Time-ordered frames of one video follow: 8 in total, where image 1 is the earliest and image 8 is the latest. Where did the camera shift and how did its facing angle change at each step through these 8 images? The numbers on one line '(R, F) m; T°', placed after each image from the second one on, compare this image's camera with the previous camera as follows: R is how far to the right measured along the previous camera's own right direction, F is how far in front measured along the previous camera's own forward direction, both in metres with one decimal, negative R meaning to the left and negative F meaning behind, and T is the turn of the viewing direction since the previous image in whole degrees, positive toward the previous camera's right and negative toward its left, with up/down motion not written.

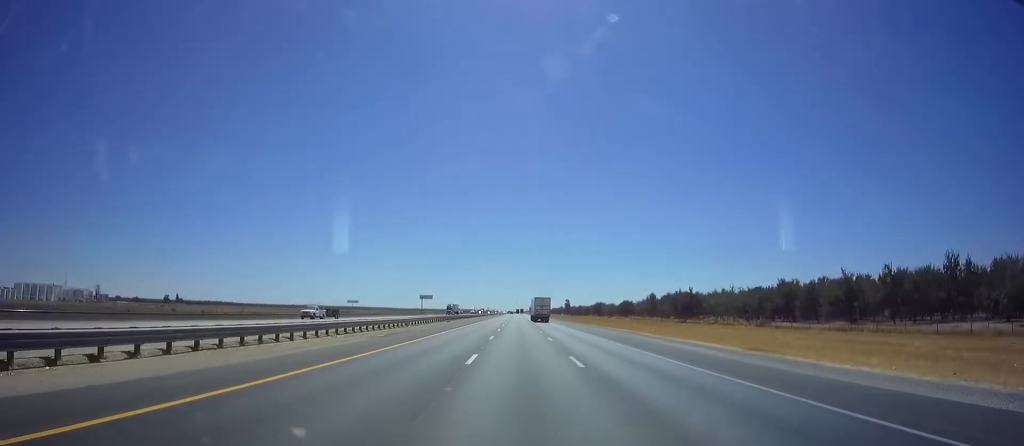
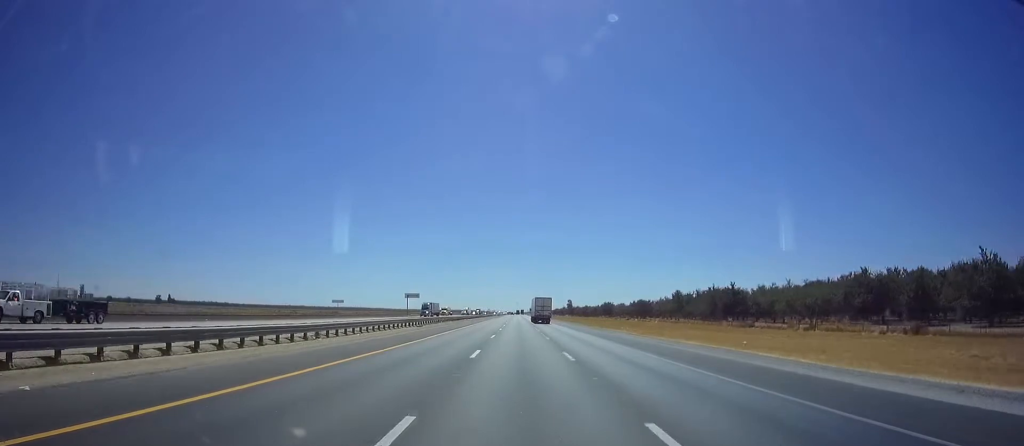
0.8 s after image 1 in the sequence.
(0.0, +26.7) m; 0°
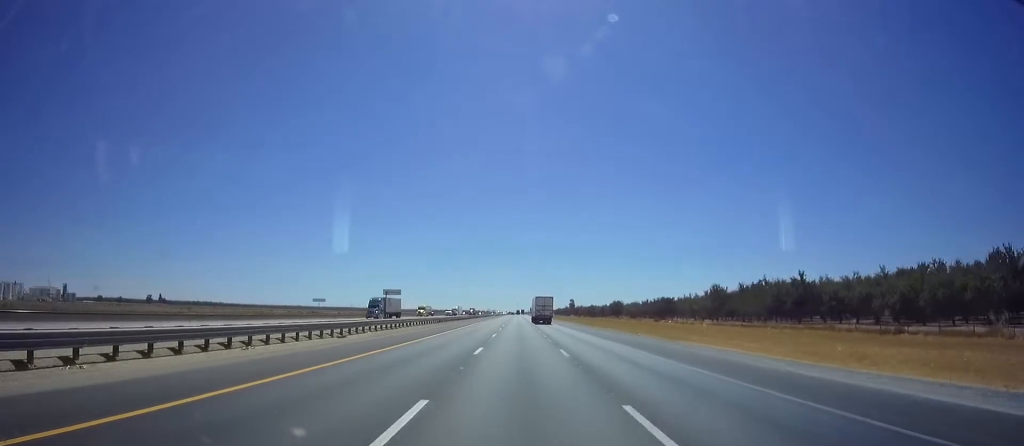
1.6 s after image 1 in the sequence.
(+0.1, +27.9) m; -1°
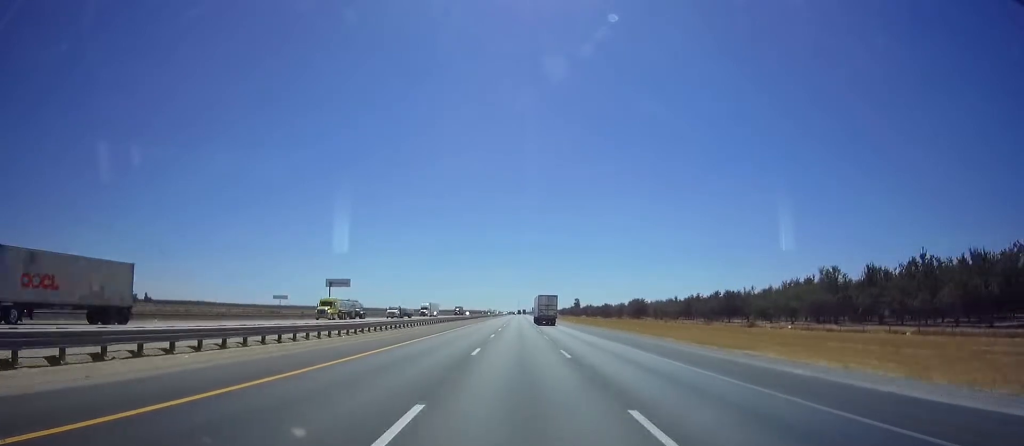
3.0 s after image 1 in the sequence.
(-0.6, +44.6) m; 0°
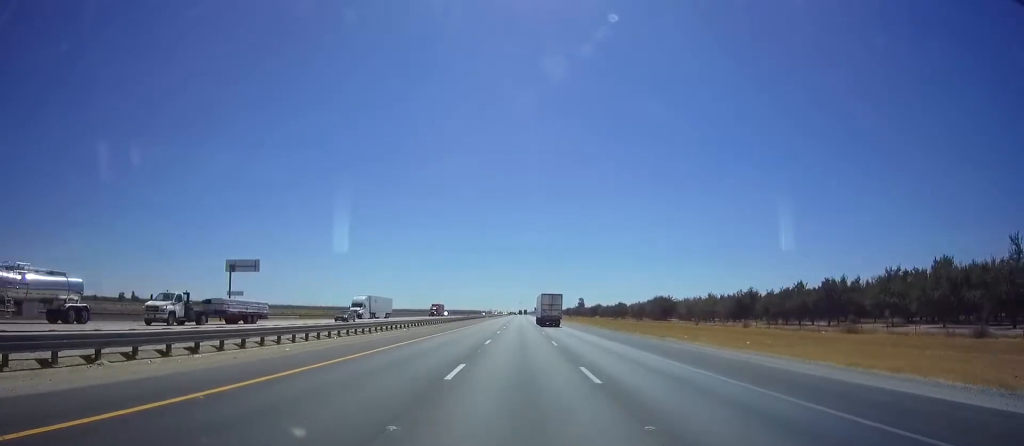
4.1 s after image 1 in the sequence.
(+0.6, +36.8) m; +1°
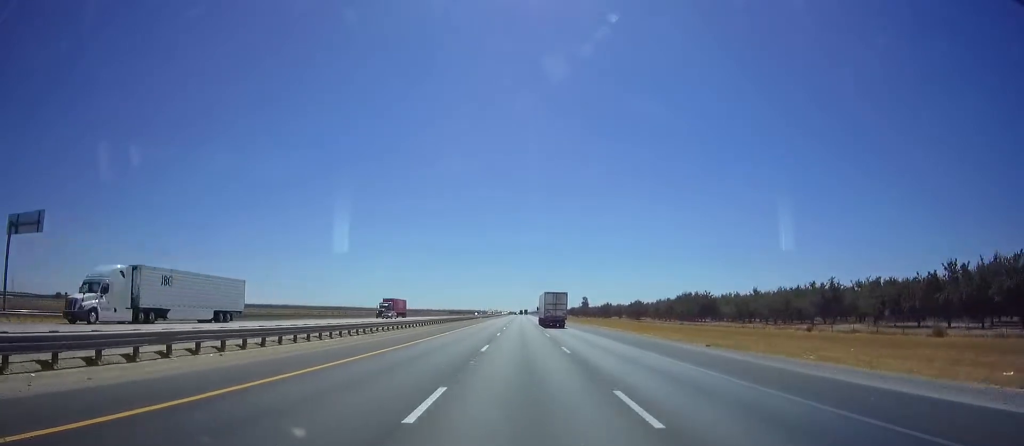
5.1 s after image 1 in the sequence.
(-0.2, +34.5) m; -1°
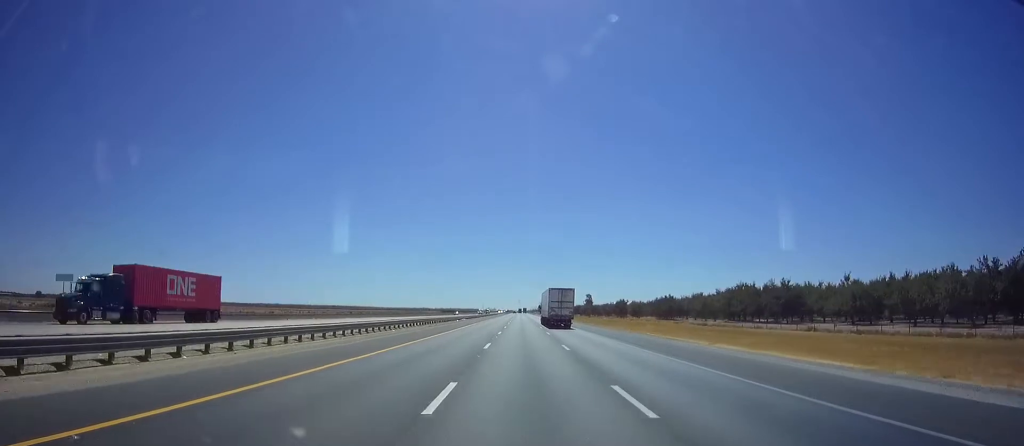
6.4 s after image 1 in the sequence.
(-0.1, +43.4) m; +1°
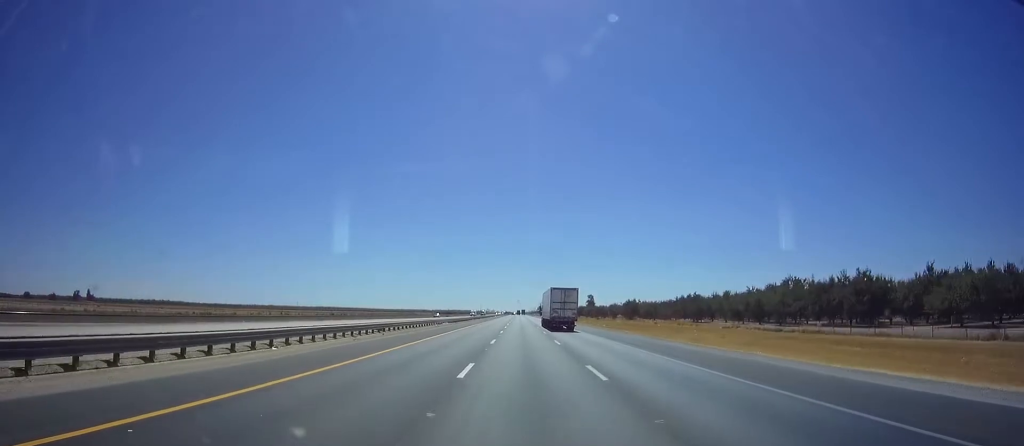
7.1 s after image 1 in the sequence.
(+0.2, +24.5) m; +1°
